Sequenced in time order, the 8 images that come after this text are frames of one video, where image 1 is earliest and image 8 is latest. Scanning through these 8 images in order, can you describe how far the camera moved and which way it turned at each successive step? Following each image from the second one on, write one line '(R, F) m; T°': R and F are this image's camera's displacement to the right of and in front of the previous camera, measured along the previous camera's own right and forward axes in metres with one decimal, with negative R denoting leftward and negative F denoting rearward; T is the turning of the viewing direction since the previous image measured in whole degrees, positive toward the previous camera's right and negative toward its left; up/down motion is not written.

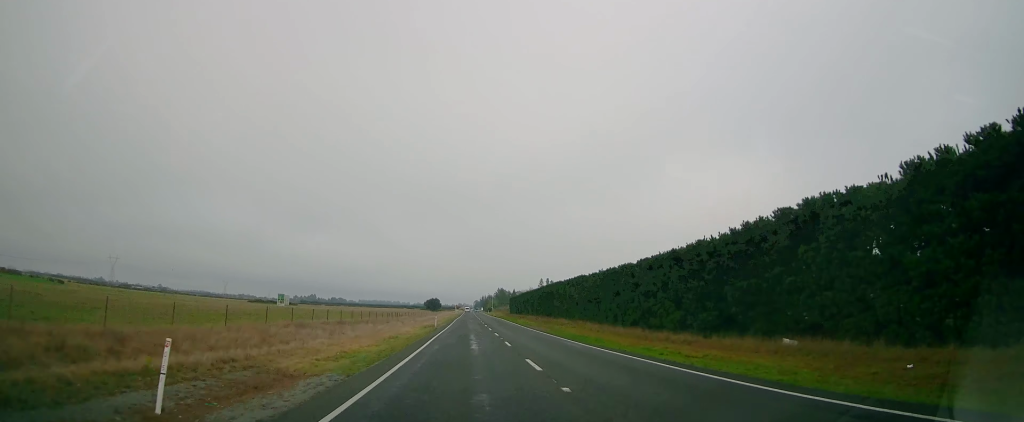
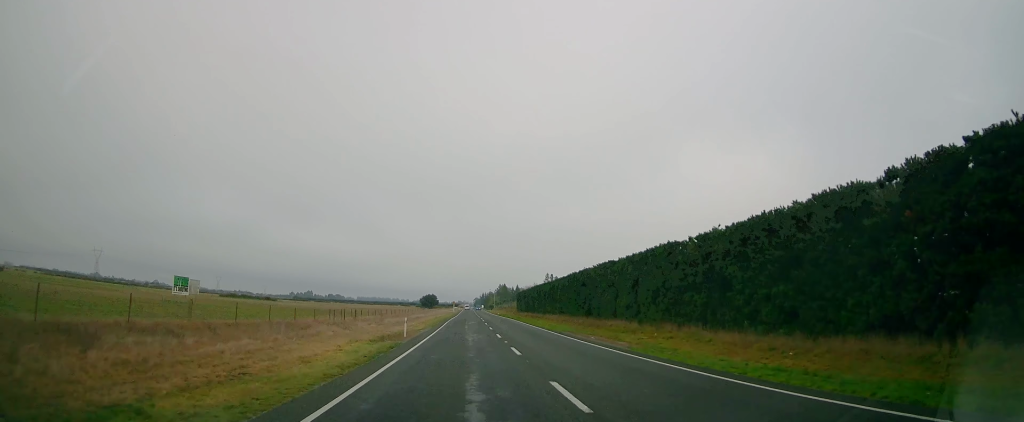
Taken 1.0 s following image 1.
(-0.7, +26.1) m; -1°
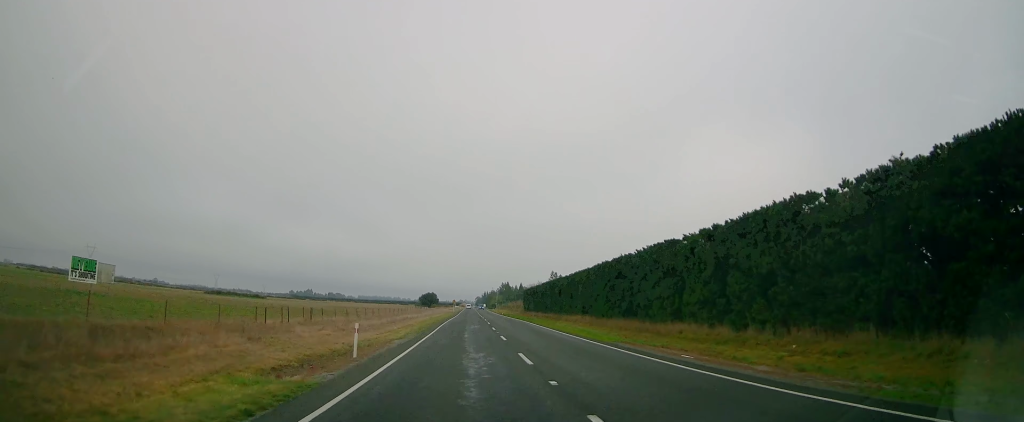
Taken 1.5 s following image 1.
(+0.2, +13.4) m; 0°
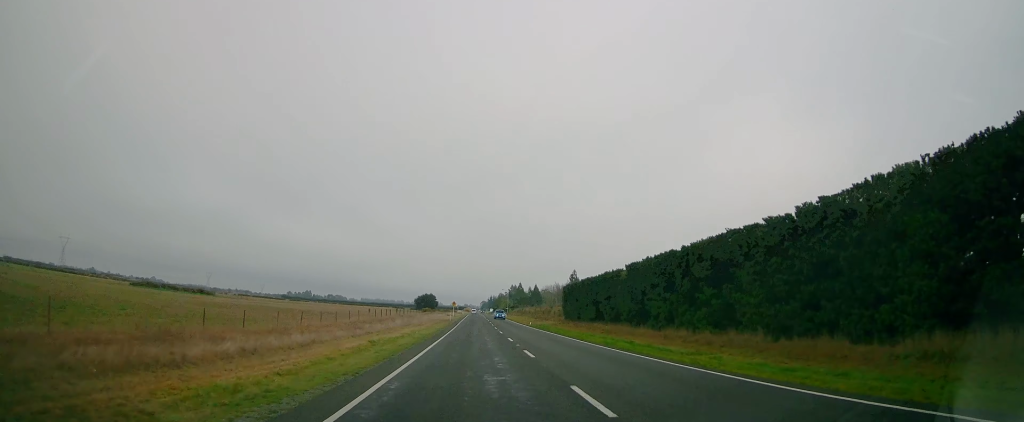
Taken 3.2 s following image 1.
(+0.3, +46.0) m; 0°
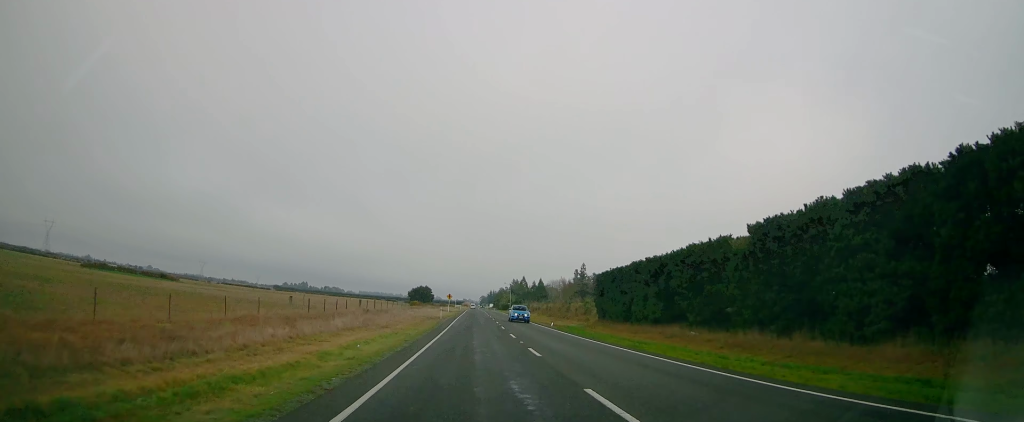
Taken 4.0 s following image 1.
(0.0, +20.1) m; 0°
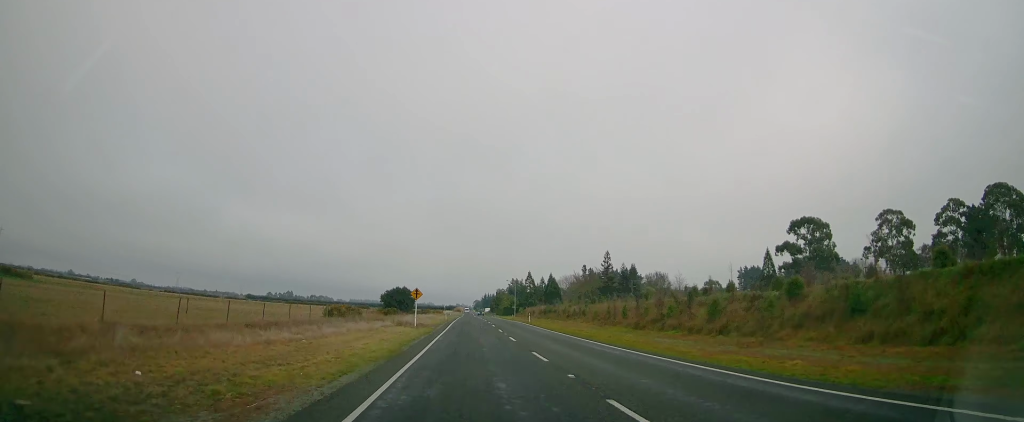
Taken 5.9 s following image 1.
(-0.9, +49.8) m; -1°
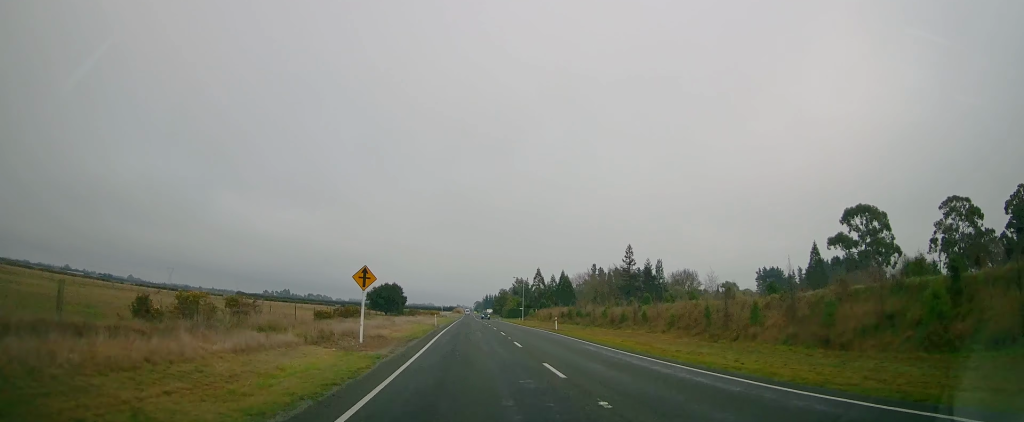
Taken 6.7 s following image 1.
(+0.4, +22.8) m; +1°
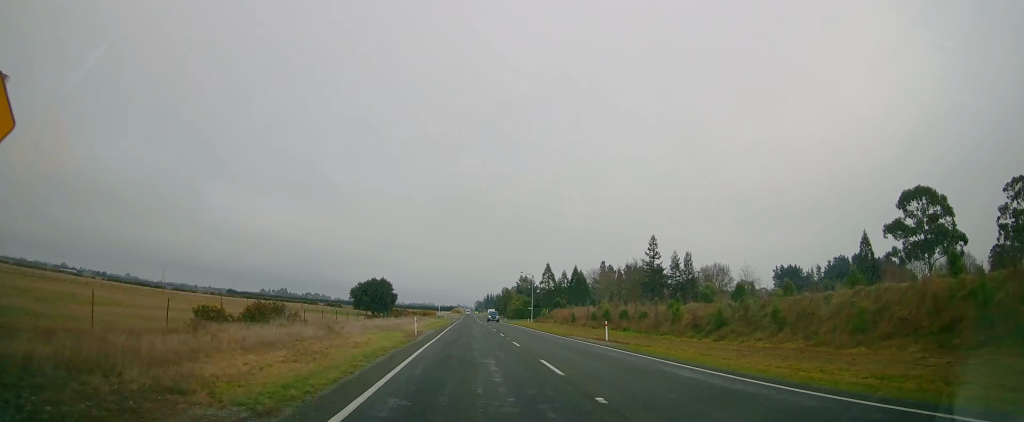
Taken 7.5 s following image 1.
(0.0, +19.4) m; 0°
